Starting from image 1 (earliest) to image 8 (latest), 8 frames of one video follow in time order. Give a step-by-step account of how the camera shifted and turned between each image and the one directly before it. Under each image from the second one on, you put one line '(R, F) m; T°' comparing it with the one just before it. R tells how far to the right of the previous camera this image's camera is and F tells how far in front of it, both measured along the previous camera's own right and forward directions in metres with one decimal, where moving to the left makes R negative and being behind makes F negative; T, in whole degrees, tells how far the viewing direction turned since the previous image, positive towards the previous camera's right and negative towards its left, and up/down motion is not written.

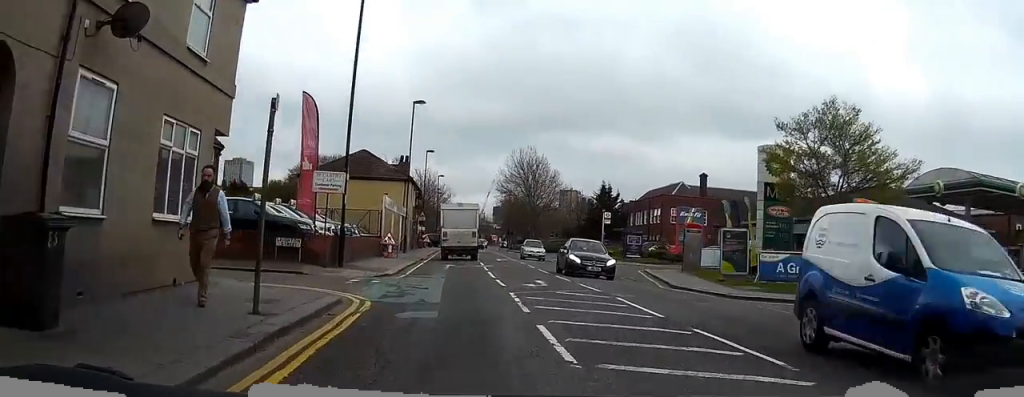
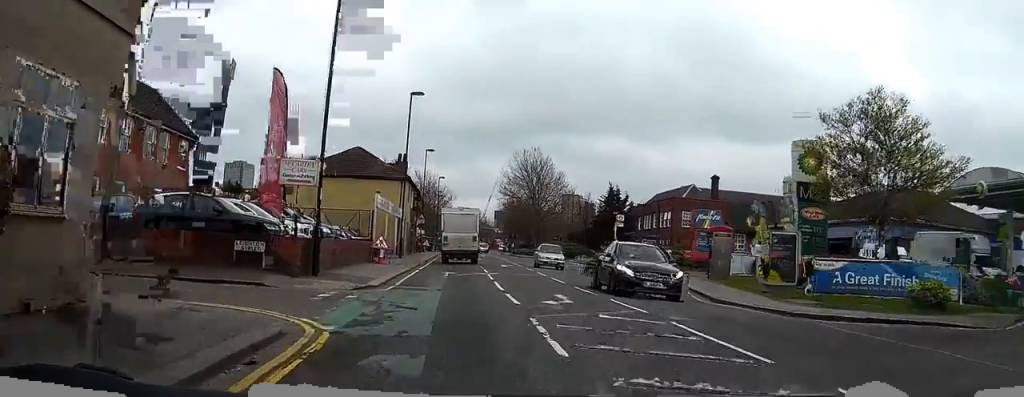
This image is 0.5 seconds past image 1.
(0.0, +4.4) m; 0°
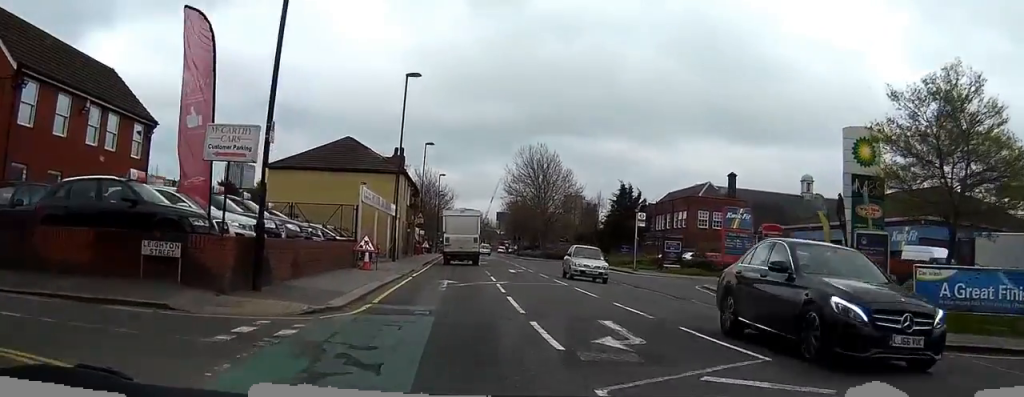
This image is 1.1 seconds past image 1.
(0.0, +5.3) m; 0°
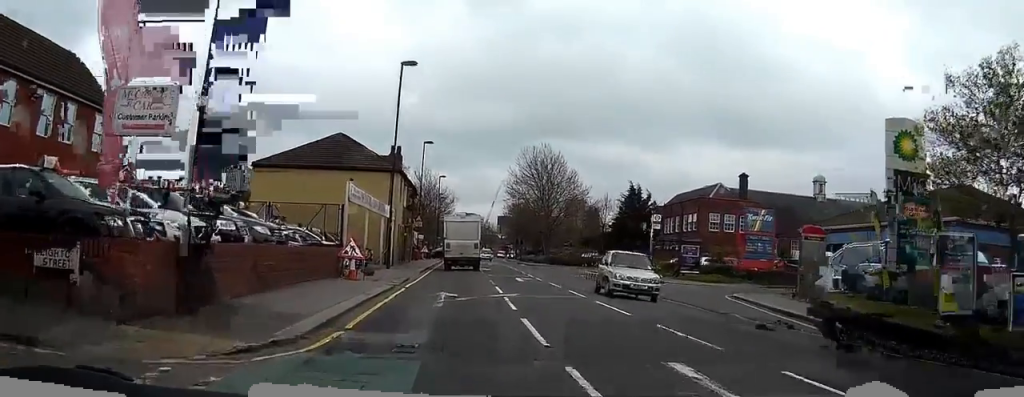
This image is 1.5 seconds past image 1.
(0.0, +3.8) m; -1°
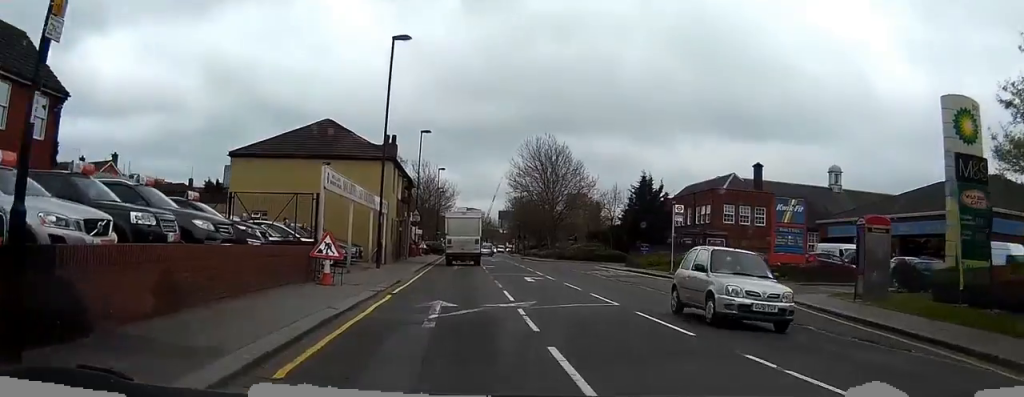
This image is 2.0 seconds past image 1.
(+0.1, +4.1) m; -1°
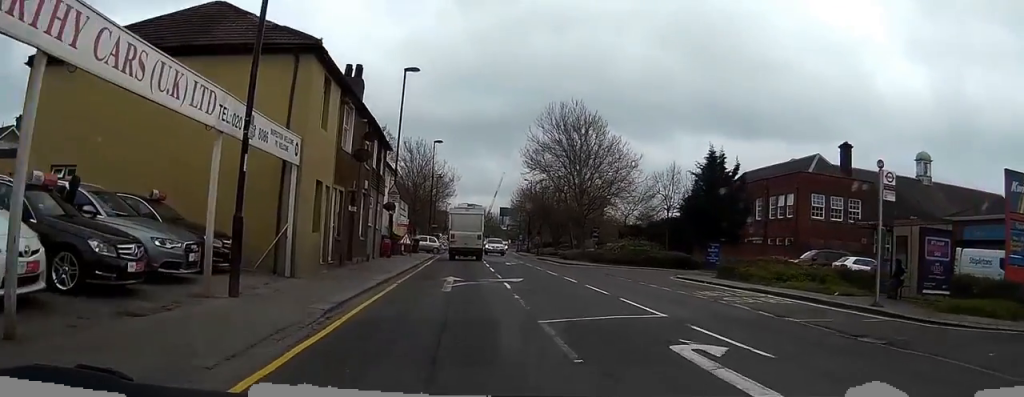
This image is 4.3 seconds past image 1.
(-0.3, +20.2) m; 0°
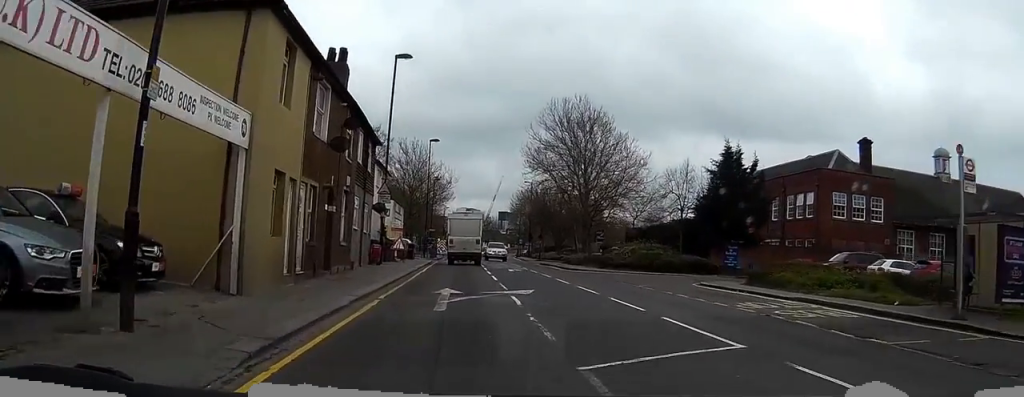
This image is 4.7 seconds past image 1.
(-0.1, +3.9) m; 0°
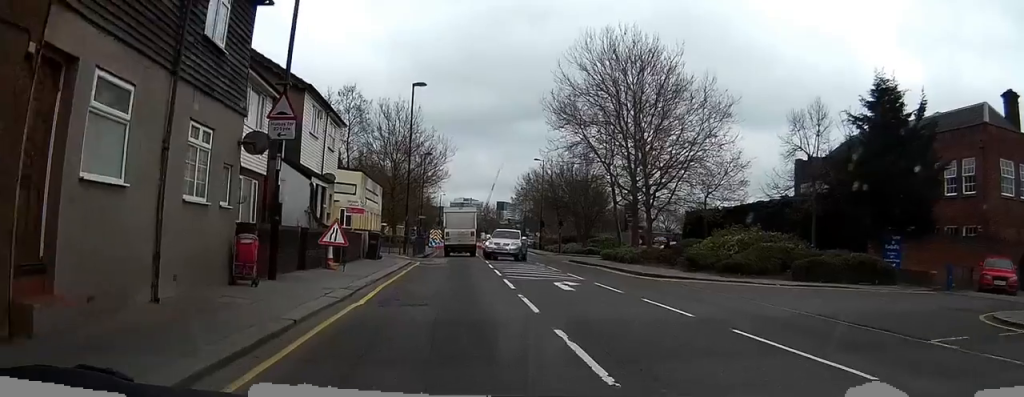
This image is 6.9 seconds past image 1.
(+0.5, +20.0) m; +2°
